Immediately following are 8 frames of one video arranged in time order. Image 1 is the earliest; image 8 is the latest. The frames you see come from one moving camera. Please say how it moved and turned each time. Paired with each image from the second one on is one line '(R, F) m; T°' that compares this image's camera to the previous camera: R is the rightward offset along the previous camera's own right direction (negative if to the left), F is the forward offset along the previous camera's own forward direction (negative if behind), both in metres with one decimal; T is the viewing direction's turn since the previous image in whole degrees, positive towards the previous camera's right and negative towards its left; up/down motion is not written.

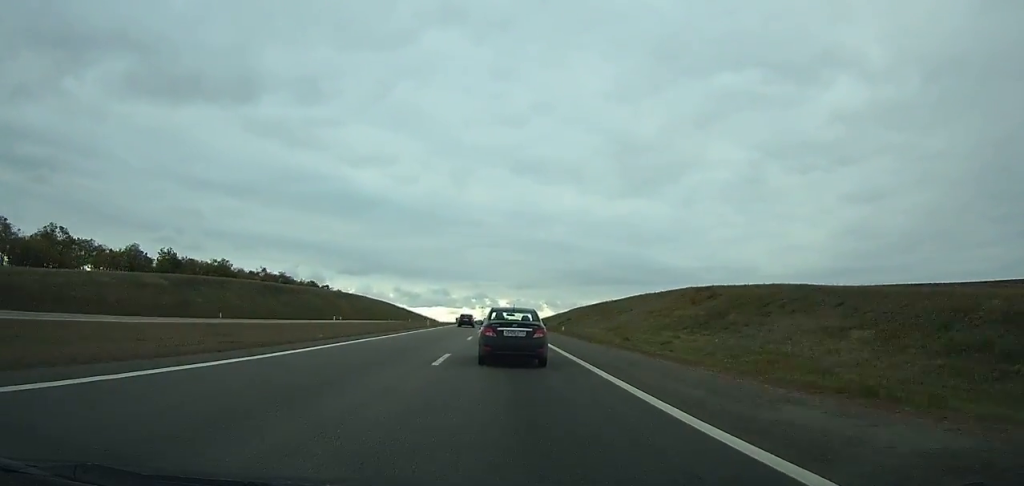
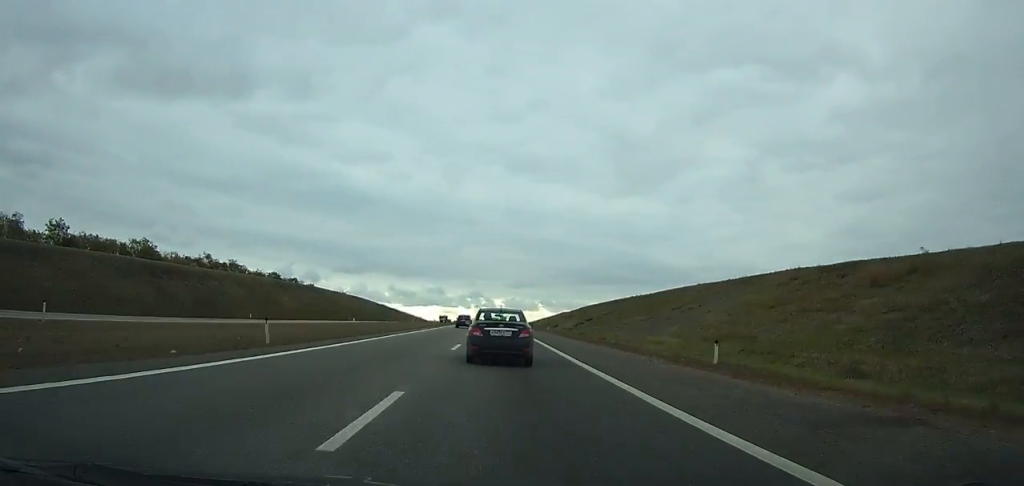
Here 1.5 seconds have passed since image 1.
(0.0, +40.7) m; 0°
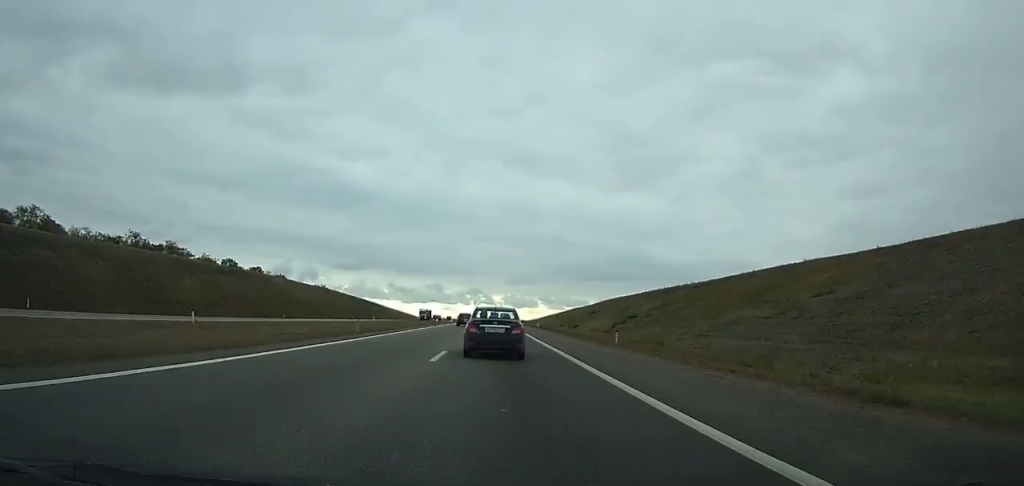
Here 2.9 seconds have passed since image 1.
(+0.1, +38.3) m; 0°
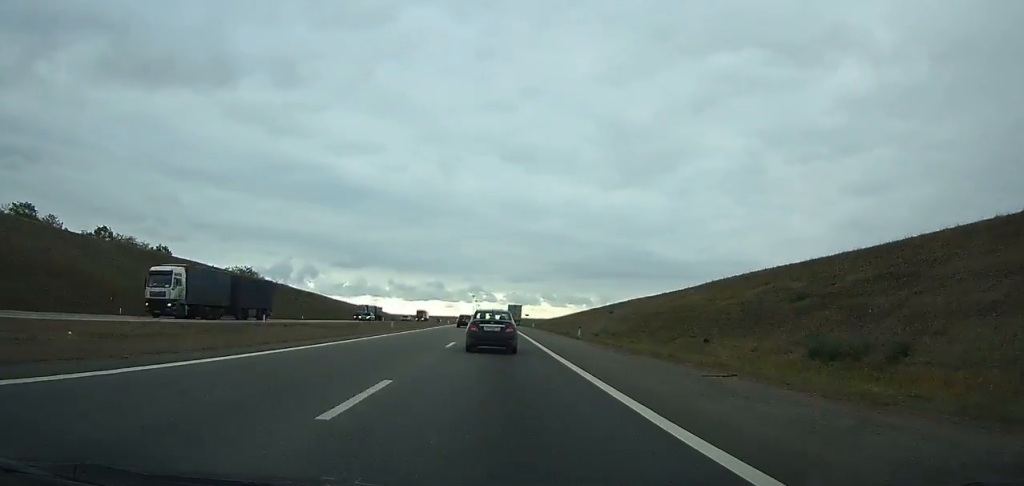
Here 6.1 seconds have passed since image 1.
(+0.2, +88.2) m; 0°
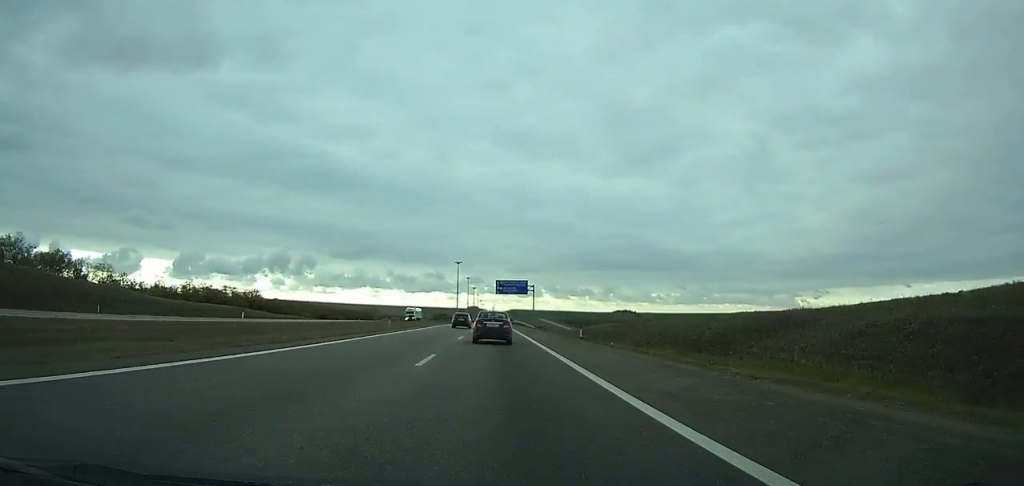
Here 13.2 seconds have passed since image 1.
(-1.0, +199.8) m; 0°
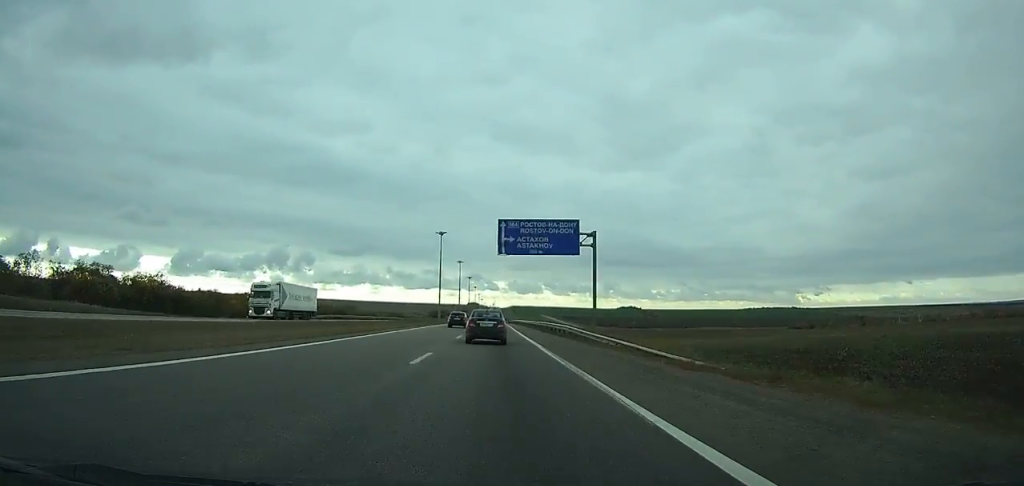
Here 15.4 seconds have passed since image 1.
(0.0, +62.7) m; 0°
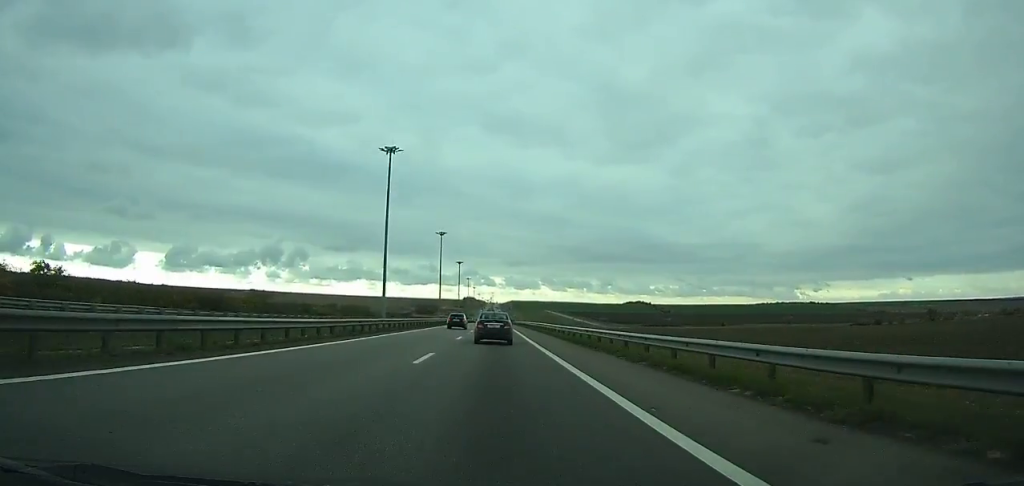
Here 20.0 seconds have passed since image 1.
(+0.3, +131.0) m; 0°
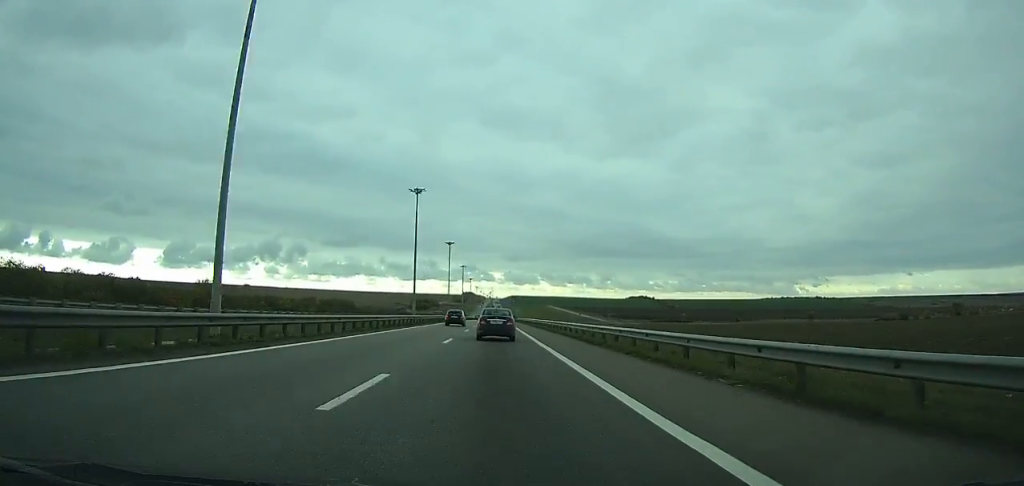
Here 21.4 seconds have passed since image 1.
(+0.2, +39.8) m; 0°
